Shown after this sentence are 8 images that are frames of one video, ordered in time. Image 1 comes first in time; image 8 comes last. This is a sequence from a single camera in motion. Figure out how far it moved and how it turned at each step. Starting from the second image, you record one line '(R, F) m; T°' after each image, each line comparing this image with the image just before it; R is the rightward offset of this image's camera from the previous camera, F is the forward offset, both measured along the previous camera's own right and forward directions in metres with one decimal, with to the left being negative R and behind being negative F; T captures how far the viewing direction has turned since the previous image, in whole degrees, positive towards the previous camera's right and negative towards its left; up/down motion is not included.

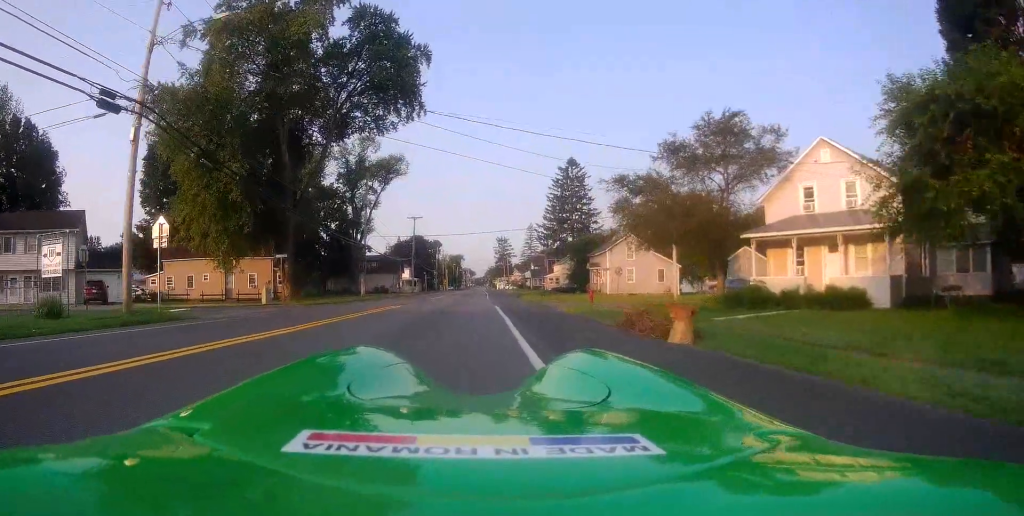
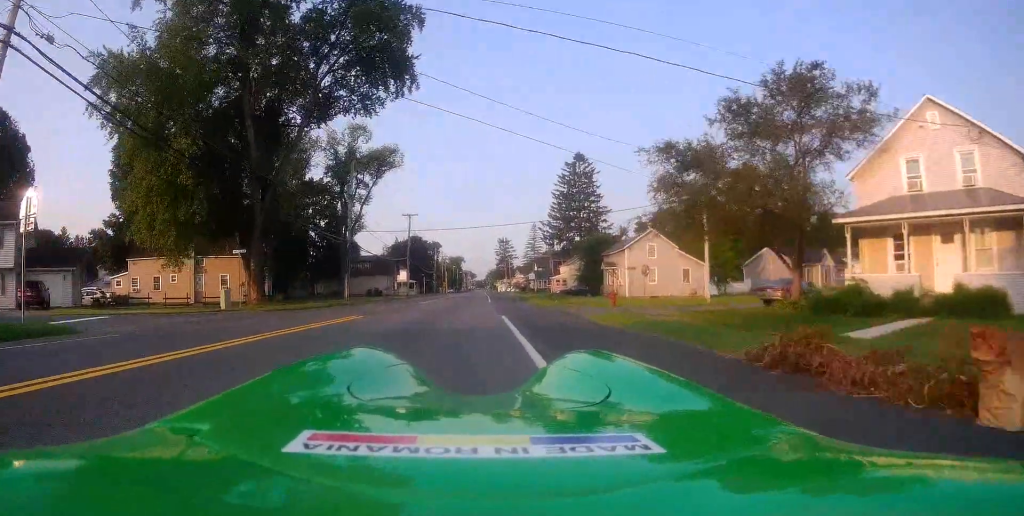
(+0.4, +6.9) m; +1°
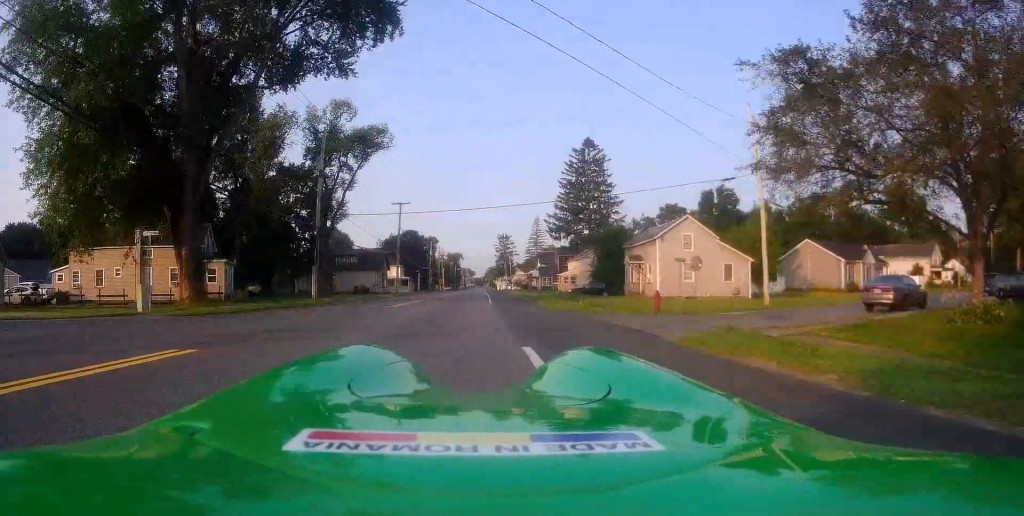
(-0.1, +9.2) m; -1°
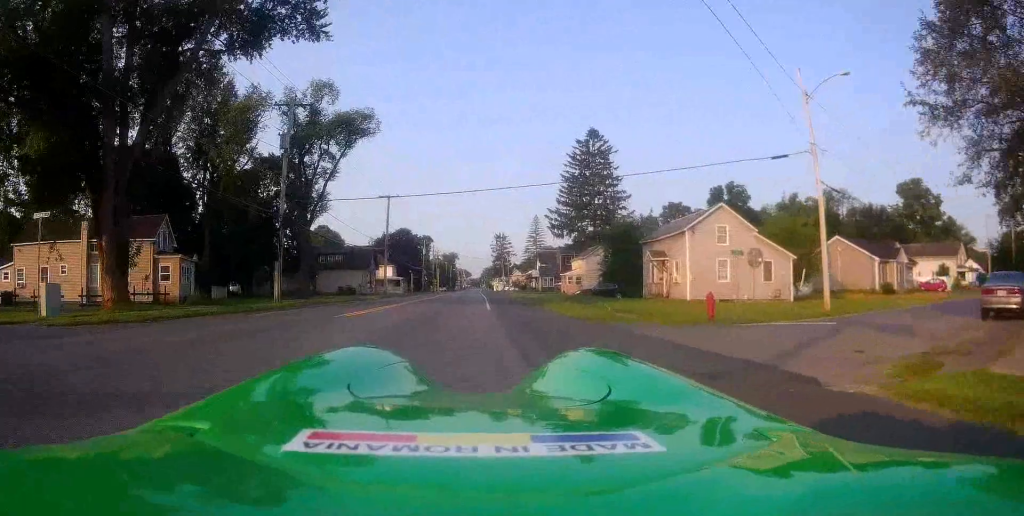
(0.0, +6.9) m; 0°
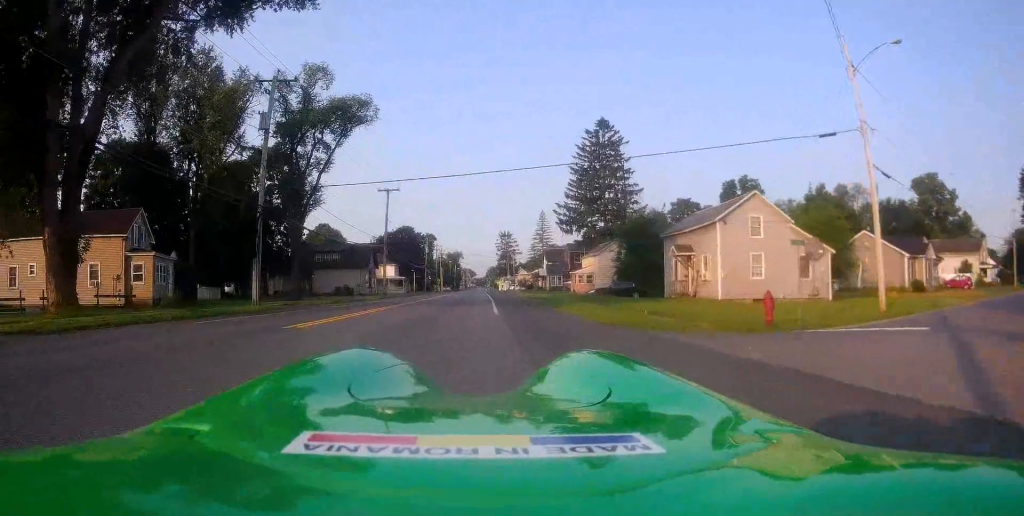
(0.0, +3.8) m; 0°
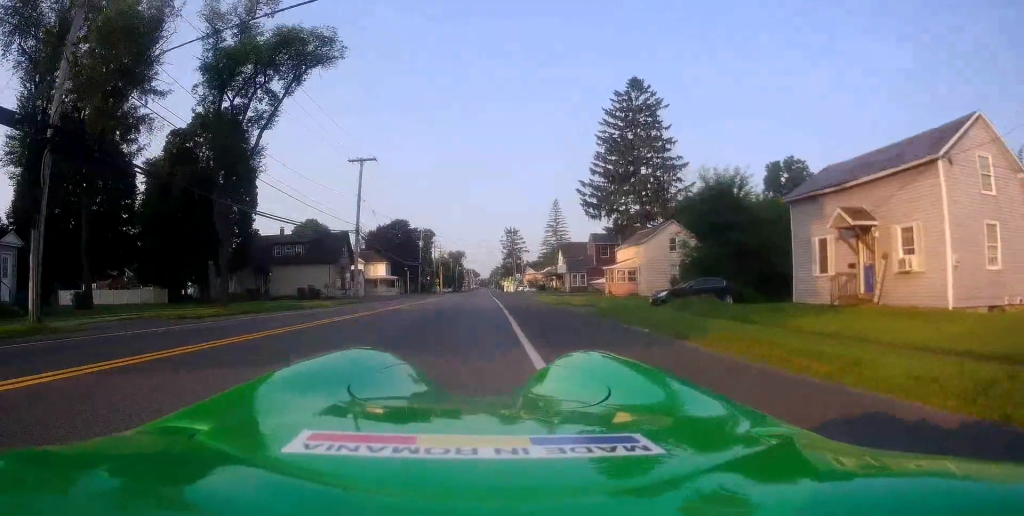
(-0.2, +16.2) m; -2°
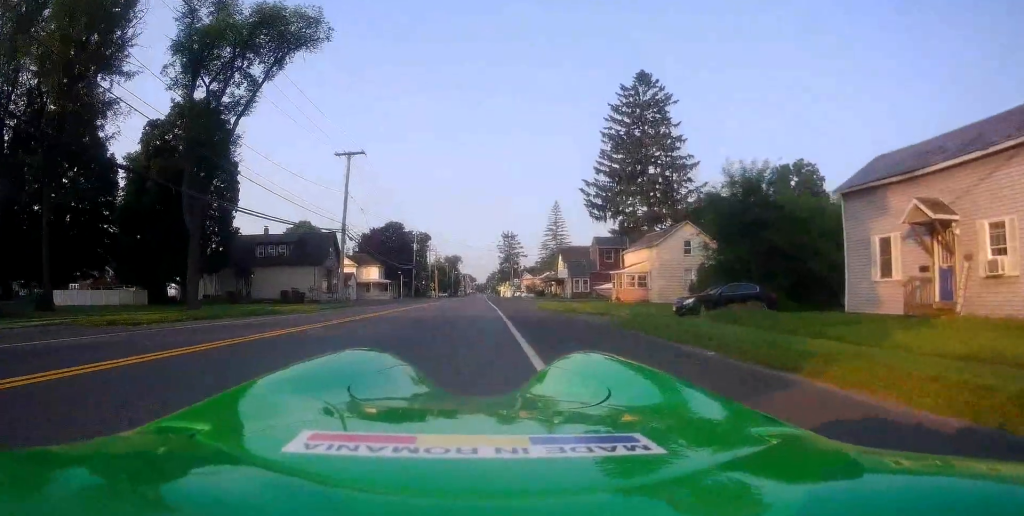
(0.0, +4.2) m; -1°
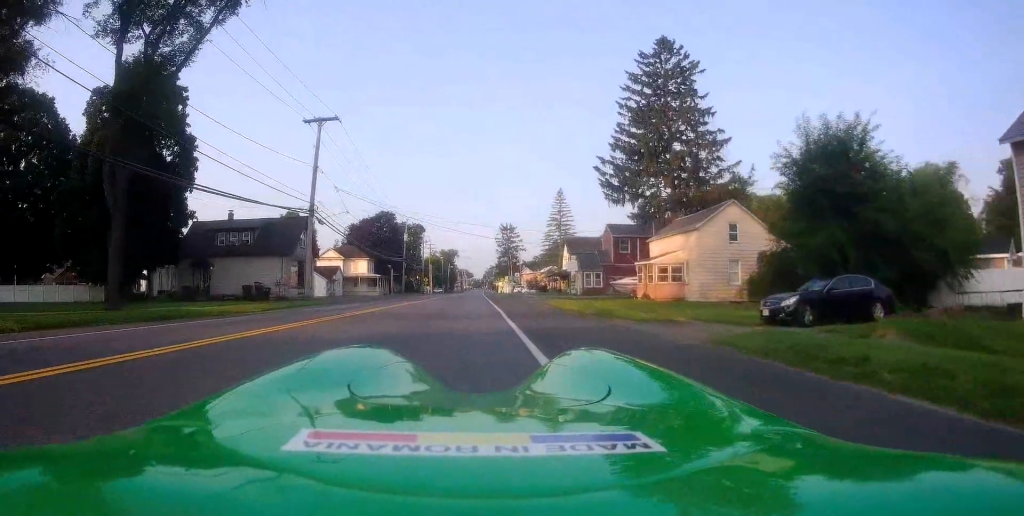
(-0.2, +8.0) m; 0°
